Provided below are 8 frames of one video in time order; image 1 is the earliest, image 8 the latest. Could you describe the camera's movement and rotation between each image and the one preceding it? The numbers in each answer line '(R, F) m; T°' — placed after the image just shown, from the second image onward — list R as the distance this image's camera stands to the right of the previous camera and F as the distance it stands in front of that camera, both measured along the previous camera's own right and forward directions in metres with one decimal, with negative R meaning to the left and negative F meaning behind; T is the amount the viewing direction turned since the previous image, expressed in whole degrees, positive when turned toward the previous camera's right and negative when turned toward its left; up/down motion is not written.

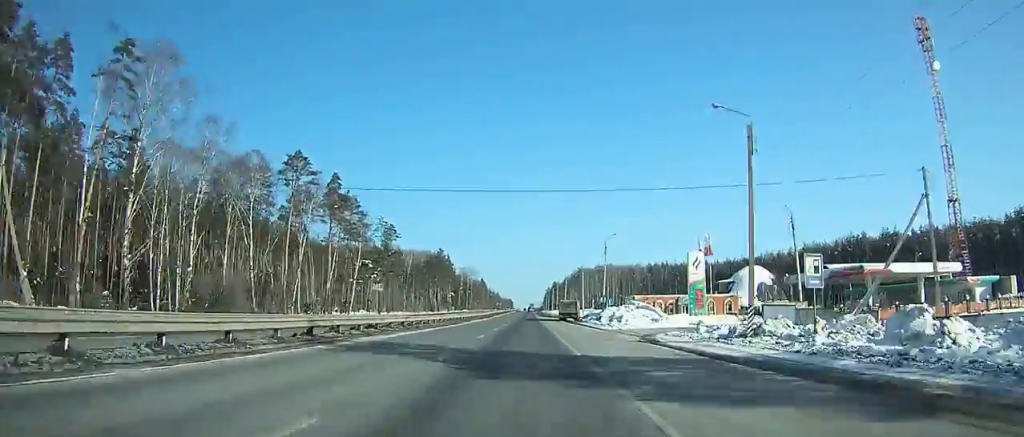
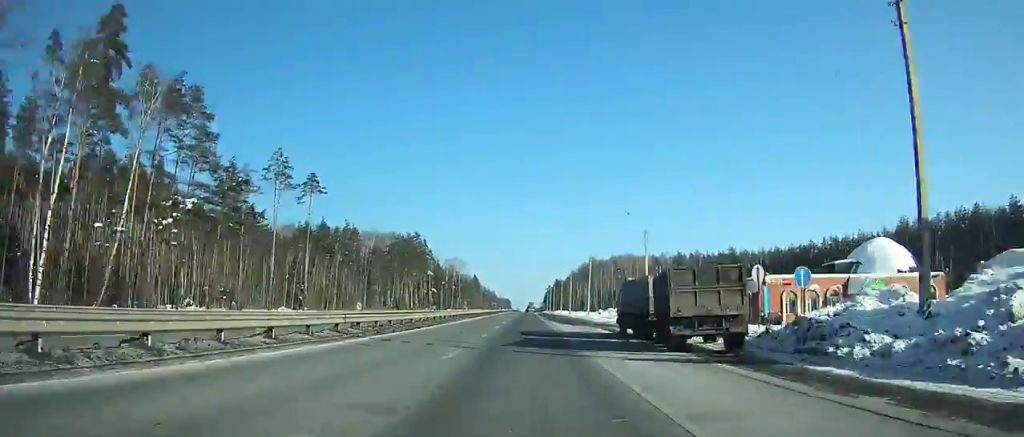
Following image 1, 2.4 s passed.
(+0.2, +61.1) m; 0°
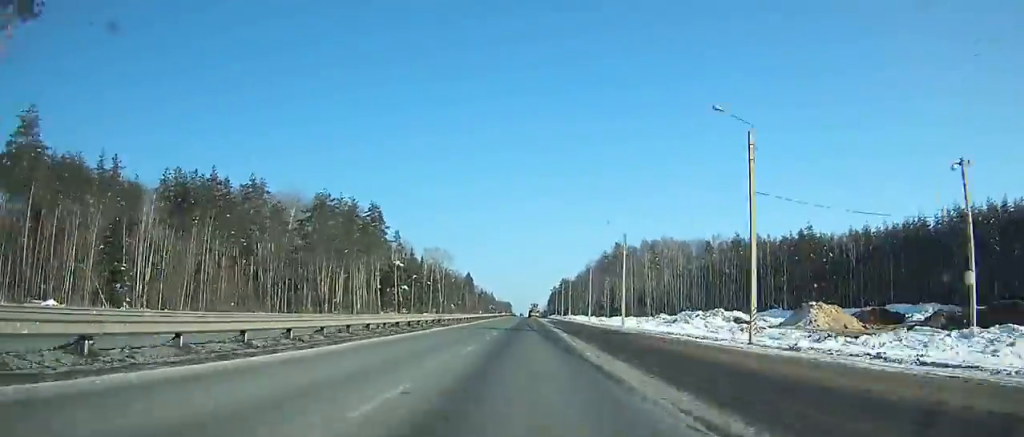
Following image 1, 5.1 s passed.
(-0.7, +68.5) m; 0°
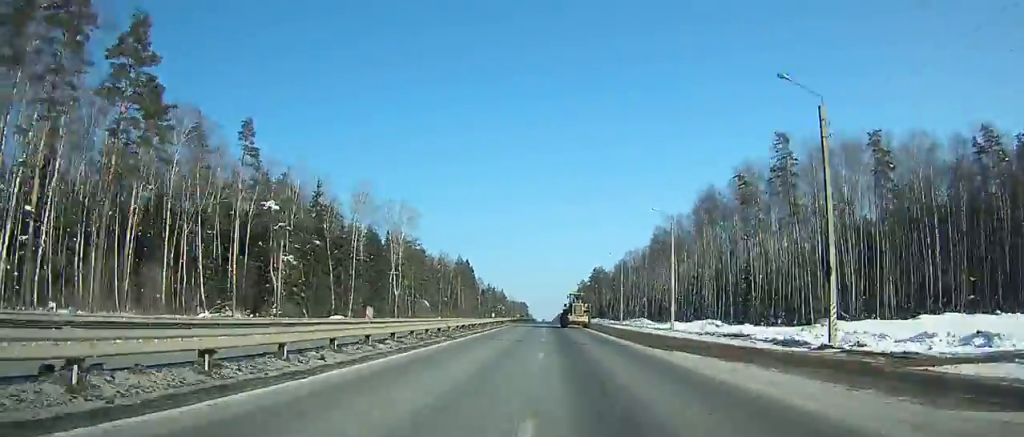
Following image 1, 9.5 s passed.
(+0.3, +111.3) m; 0°
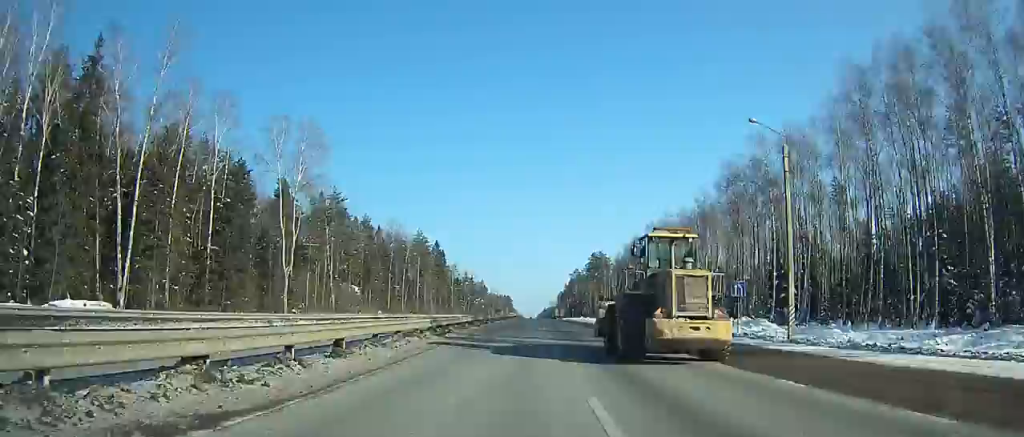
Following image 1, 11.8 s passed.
(0.0, +58.4) m; 0°
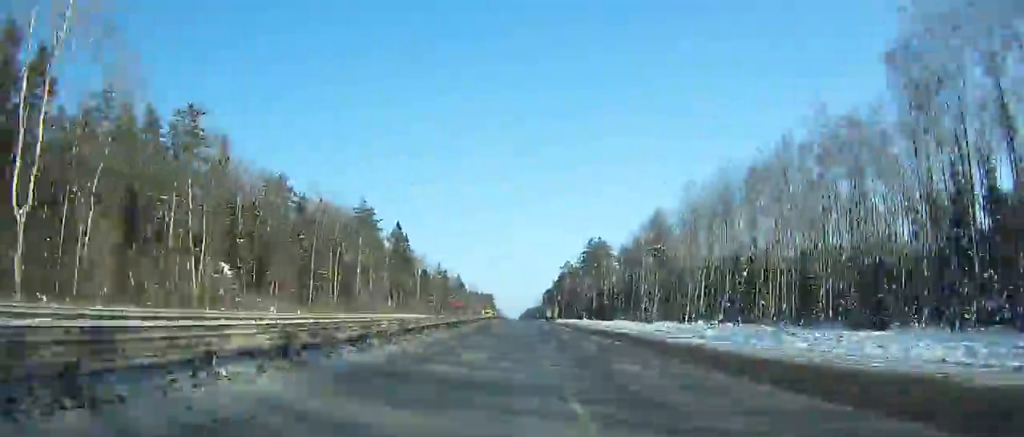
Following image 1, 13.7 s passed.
(-0.2, +48.4) m; +1°
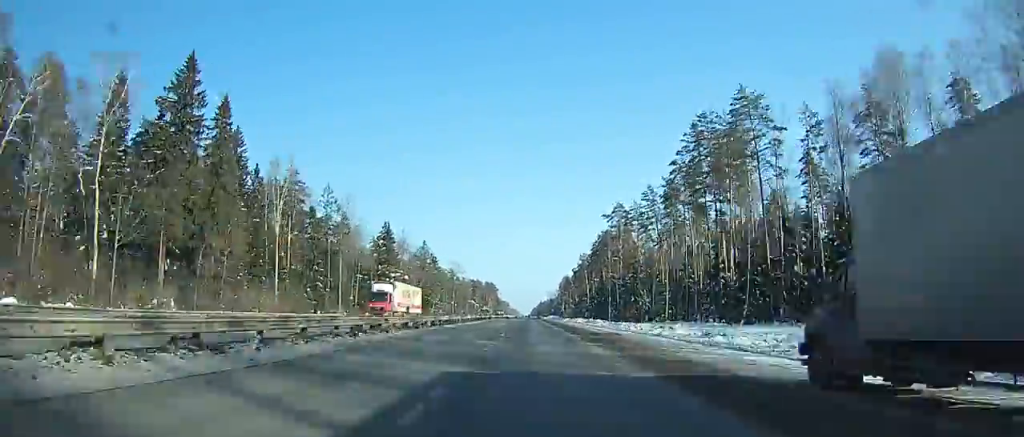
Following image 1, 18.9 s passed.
(+1.1, +134.7) m; 0°
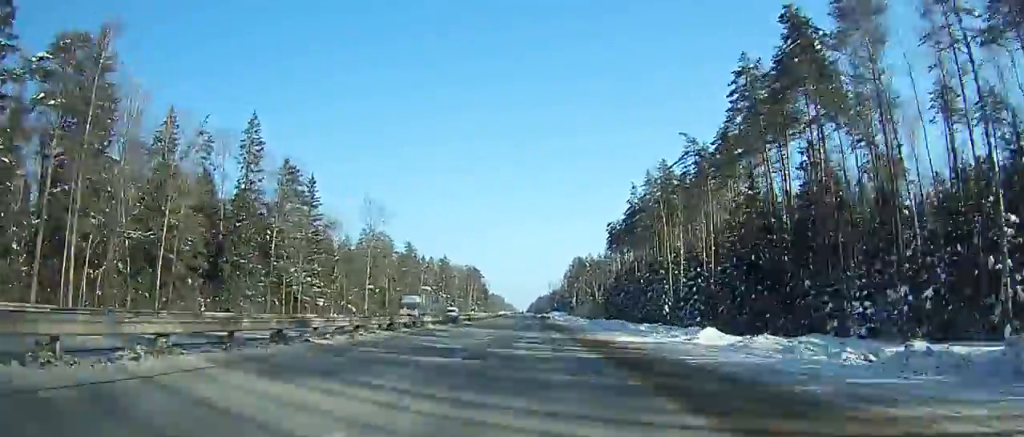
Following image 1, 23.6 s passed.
(-0.5, +125.3) m; 0°
